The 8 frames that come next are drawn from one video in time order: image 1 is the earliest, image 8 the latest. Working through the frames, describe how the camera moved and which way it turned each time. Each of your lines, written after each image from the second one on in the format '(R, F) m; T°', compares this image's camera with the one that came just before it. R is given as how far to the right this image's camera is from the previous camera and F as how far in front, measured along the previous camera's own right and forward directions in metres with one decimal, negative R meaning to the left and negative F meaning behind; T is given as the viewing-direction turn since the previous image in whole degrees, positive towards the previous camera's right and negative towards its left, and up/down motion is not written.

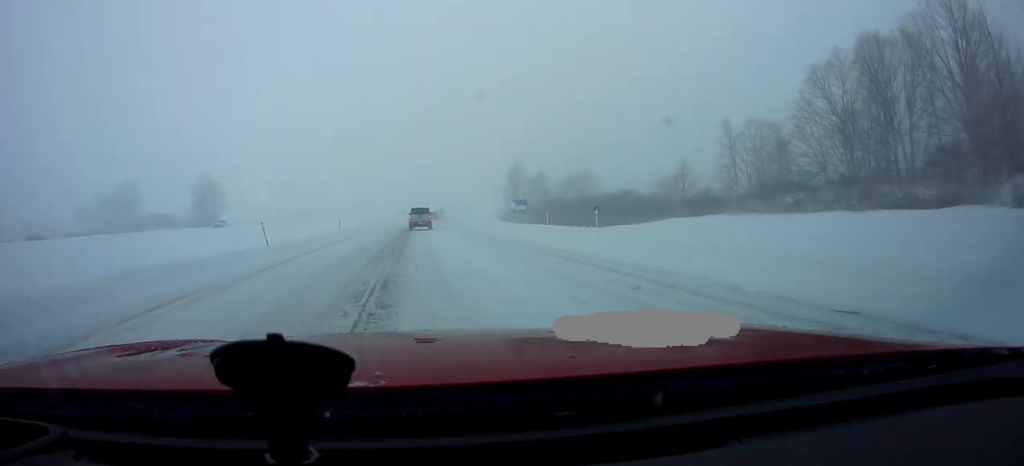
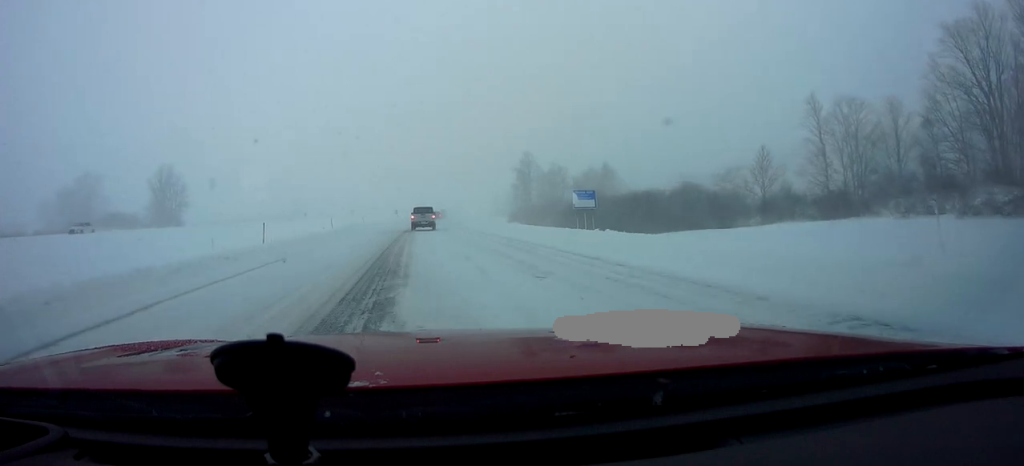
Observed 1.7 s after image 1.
(0.0, +25.2) m; 0°
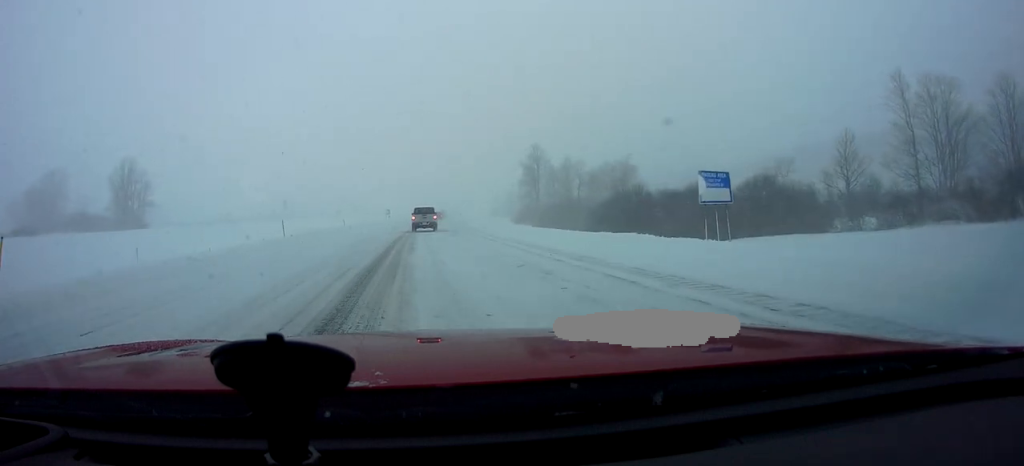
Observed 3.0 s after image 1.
(0.0, +17.8) m; 0°
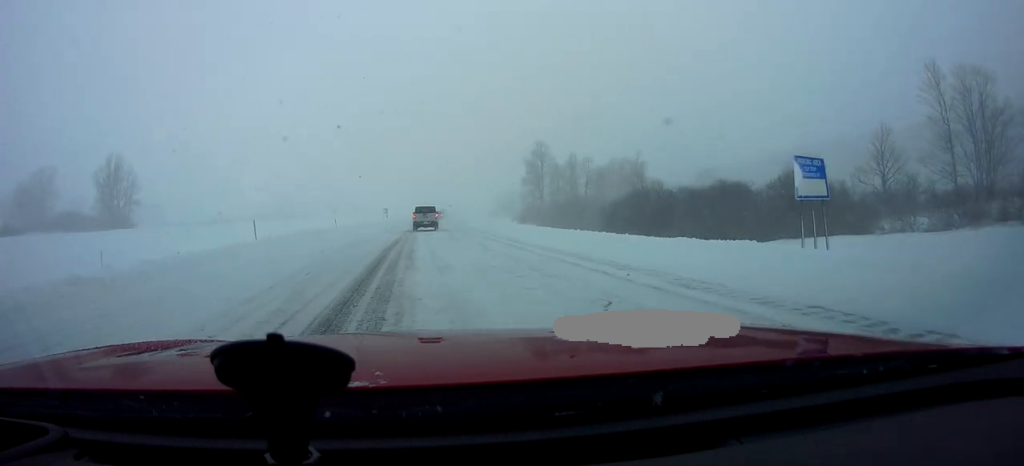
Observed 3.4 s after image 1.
(0.0, +5.9) m; 0°
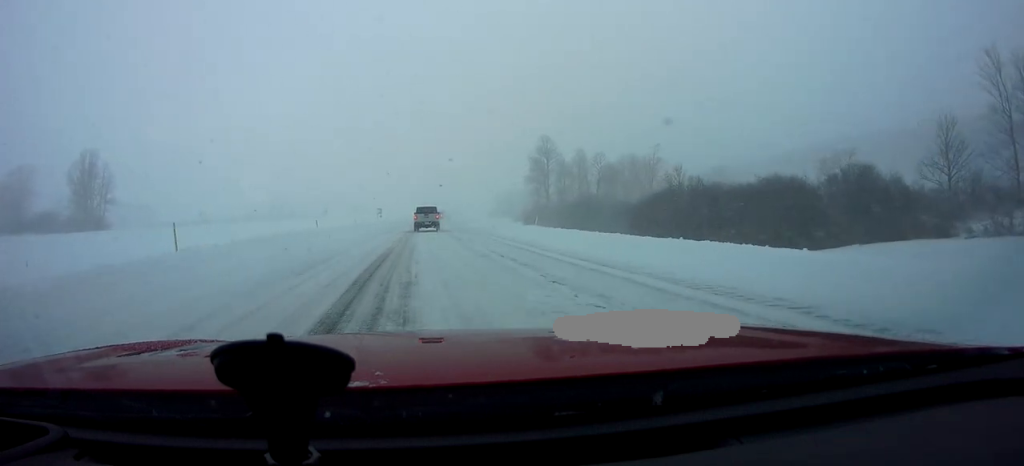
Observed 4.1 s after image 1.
(0.0, +9.2) m; 0°
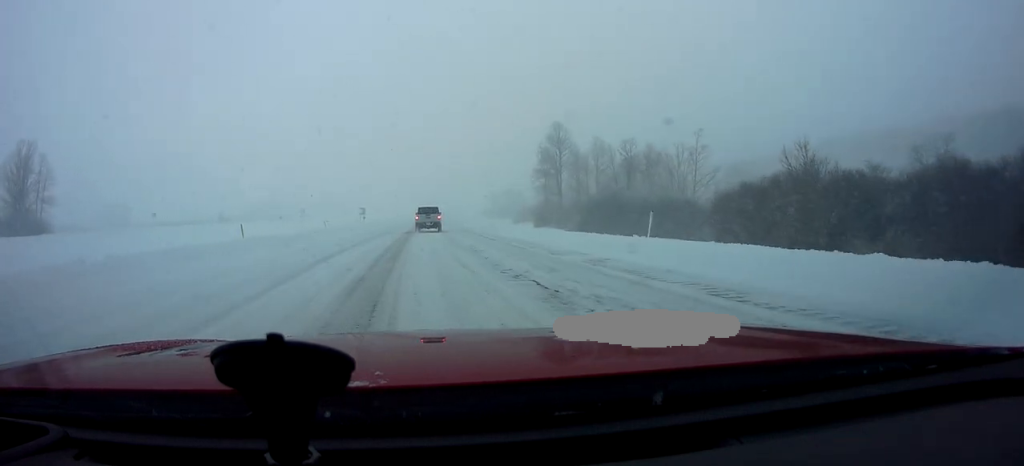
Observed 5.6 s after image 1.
(0.0, +18.8) m; 0°
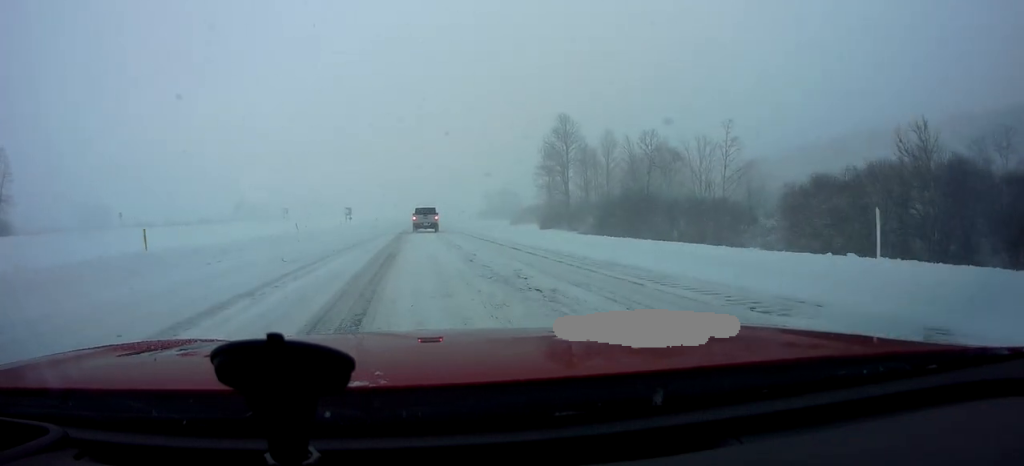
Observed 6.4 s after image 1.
(0.0, +10.1) m; +3°
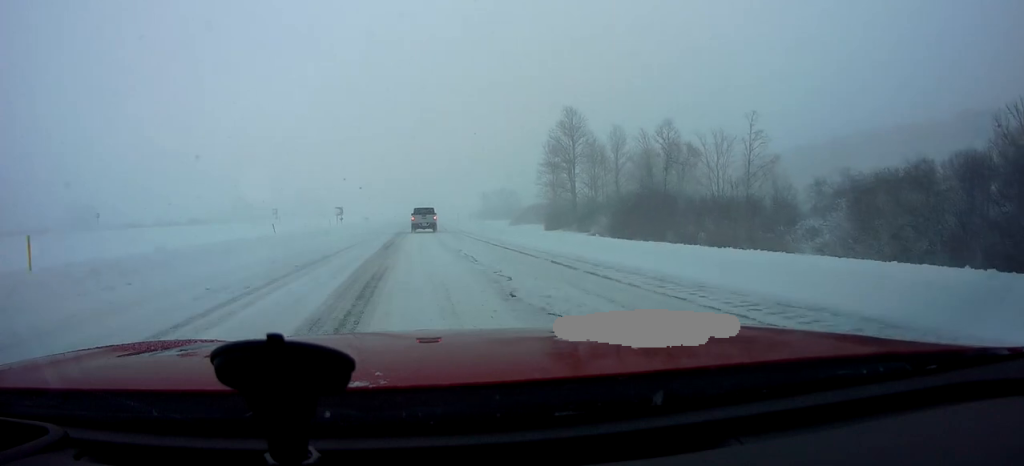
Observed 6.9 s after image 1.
(+0.2, +6.3) m; +1°
